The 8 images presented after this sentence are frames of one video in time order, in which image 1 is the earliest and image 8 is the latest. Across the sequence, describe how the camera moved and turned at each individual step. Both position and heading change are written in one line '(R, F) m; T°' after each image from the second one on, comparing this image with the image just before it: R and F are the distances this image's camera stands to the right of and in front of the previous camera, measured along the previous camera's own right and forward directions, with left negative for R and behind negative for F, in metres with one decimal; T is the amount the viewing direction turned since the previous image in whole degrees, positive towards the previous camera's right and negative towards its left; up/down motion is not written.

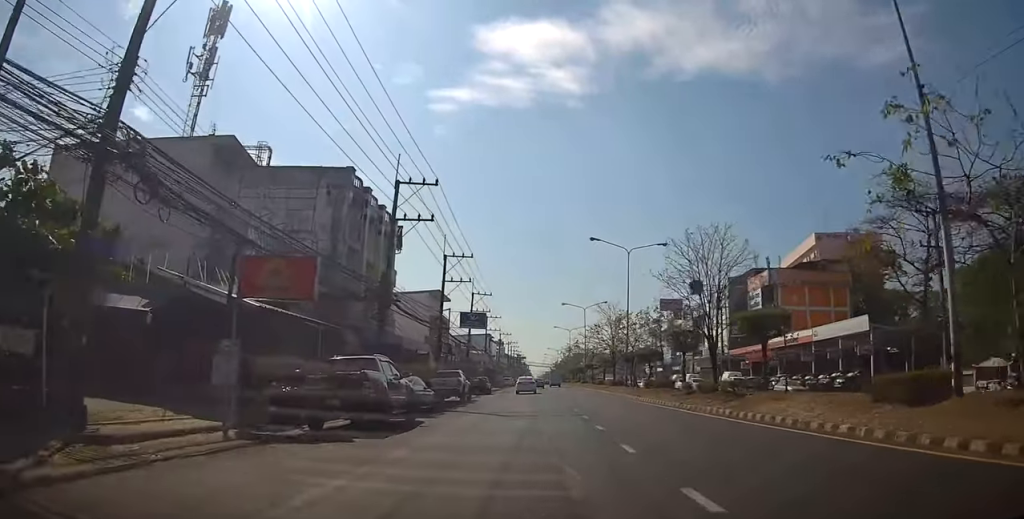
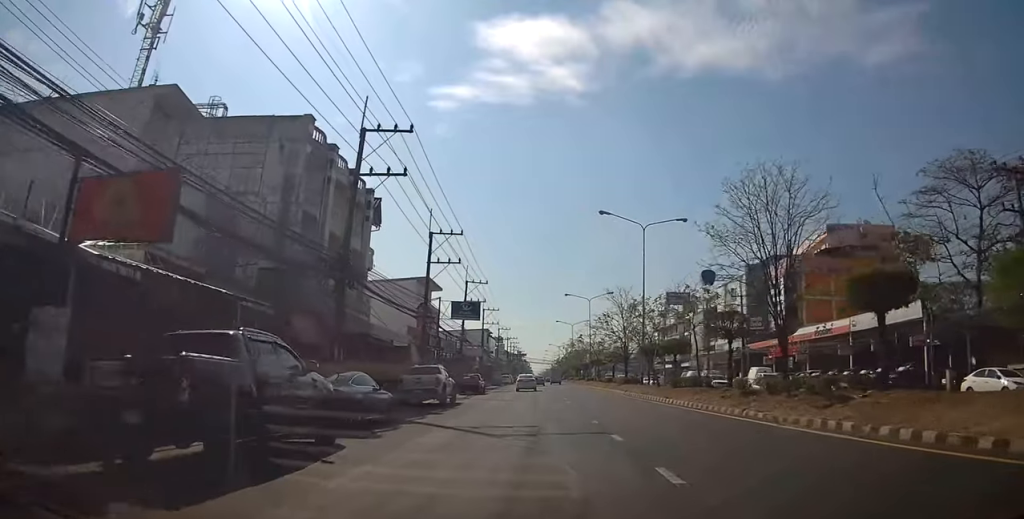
(+0.3, +6.7) m; 0°
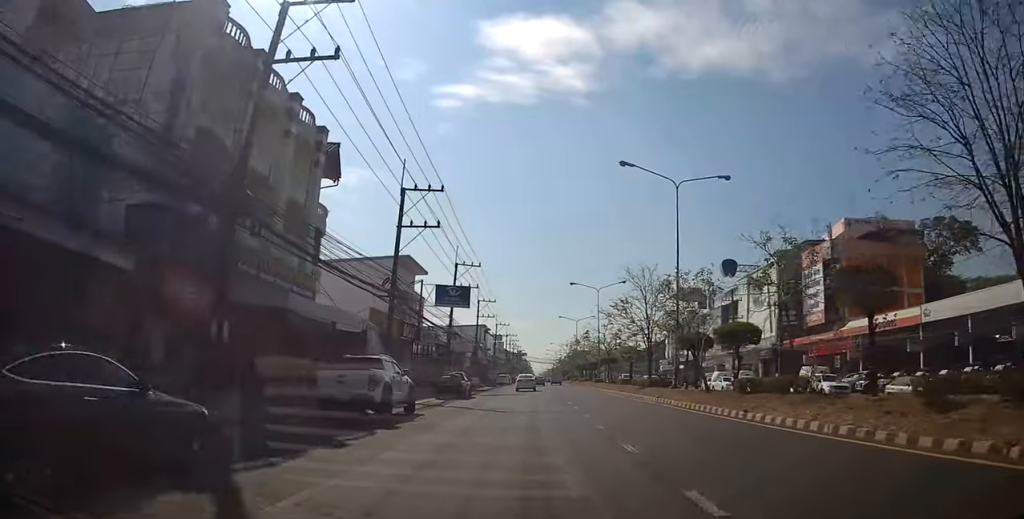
(+0.2, +9.4) m; 0°
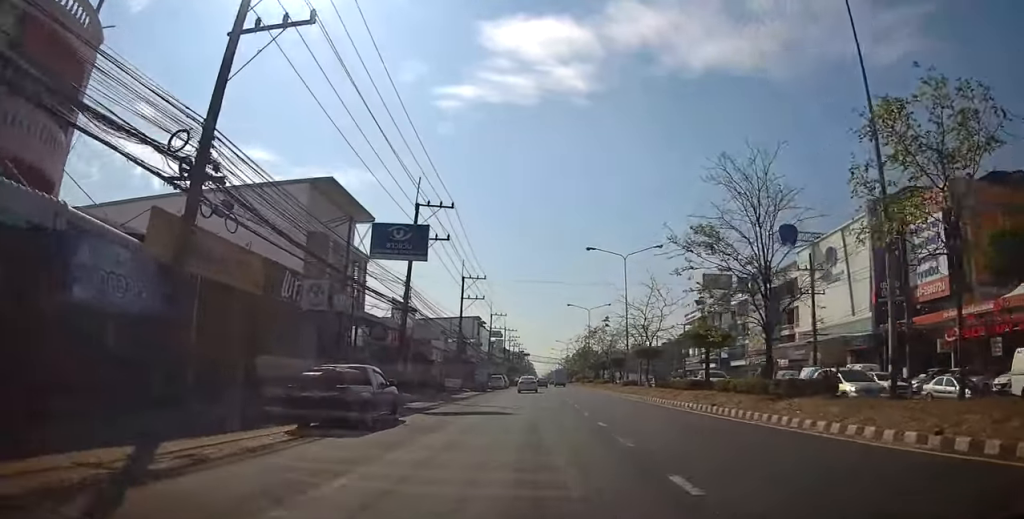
(0.0, +18.9) m; +1°
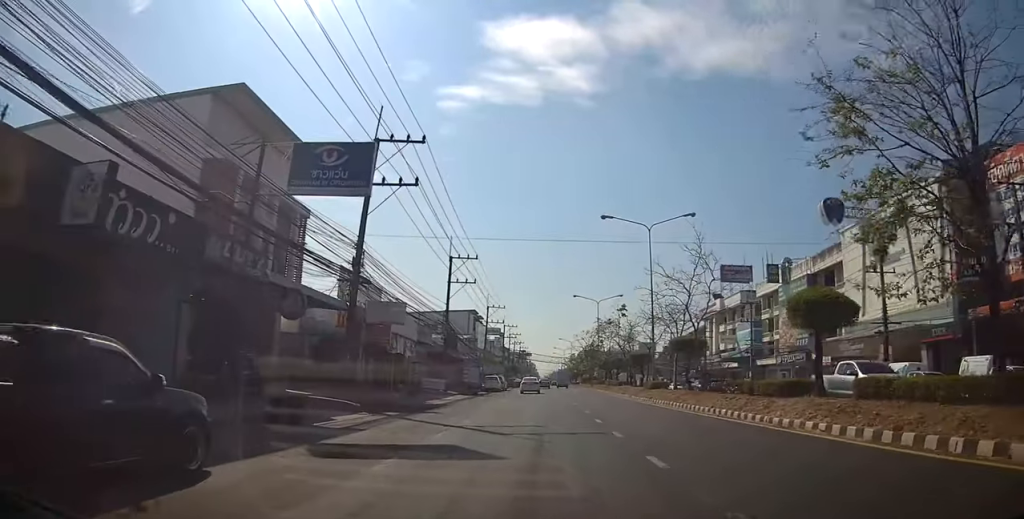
(+0.1, +10.0) m; 0°
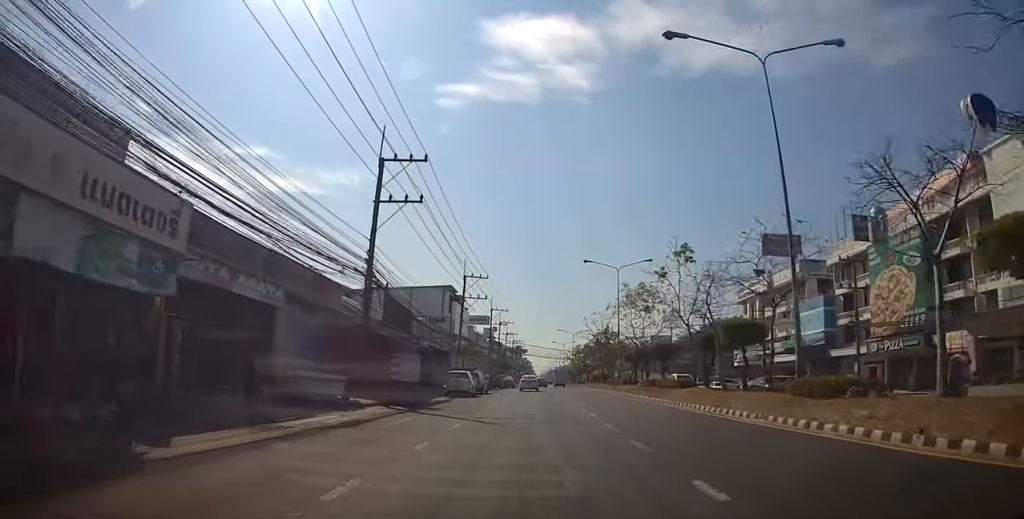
(-0.4, +22.1) m; +1°
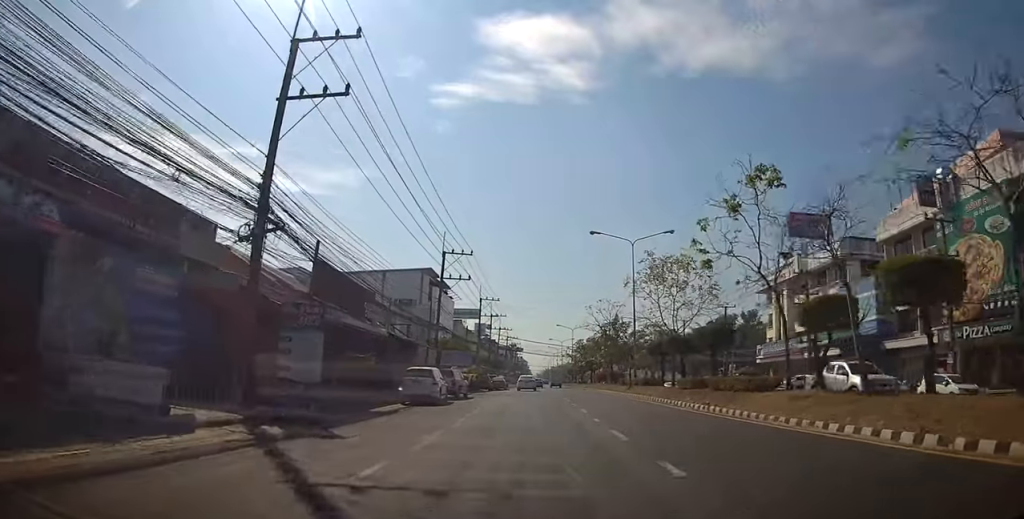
(+0.3, +10.8) m; +1°
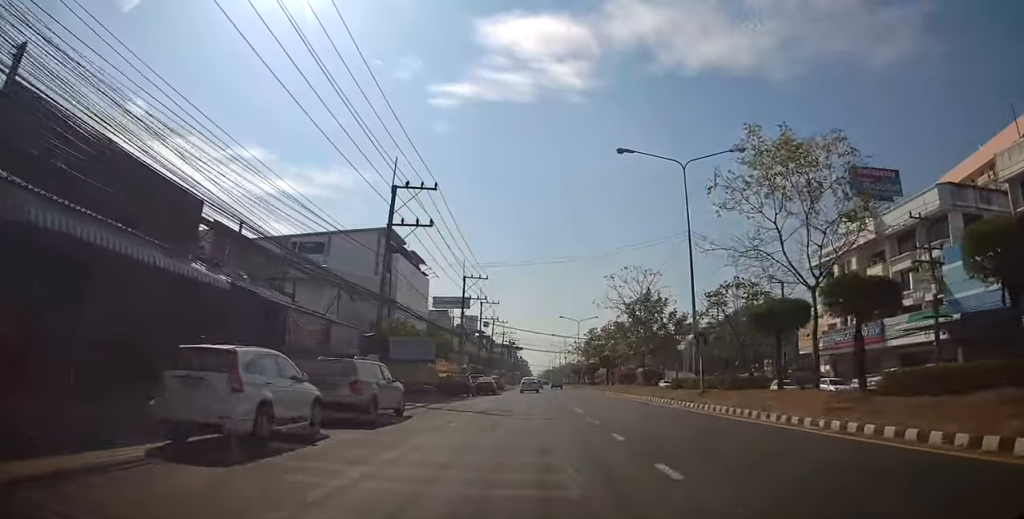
(+0.1, +16.7) m; -2°
